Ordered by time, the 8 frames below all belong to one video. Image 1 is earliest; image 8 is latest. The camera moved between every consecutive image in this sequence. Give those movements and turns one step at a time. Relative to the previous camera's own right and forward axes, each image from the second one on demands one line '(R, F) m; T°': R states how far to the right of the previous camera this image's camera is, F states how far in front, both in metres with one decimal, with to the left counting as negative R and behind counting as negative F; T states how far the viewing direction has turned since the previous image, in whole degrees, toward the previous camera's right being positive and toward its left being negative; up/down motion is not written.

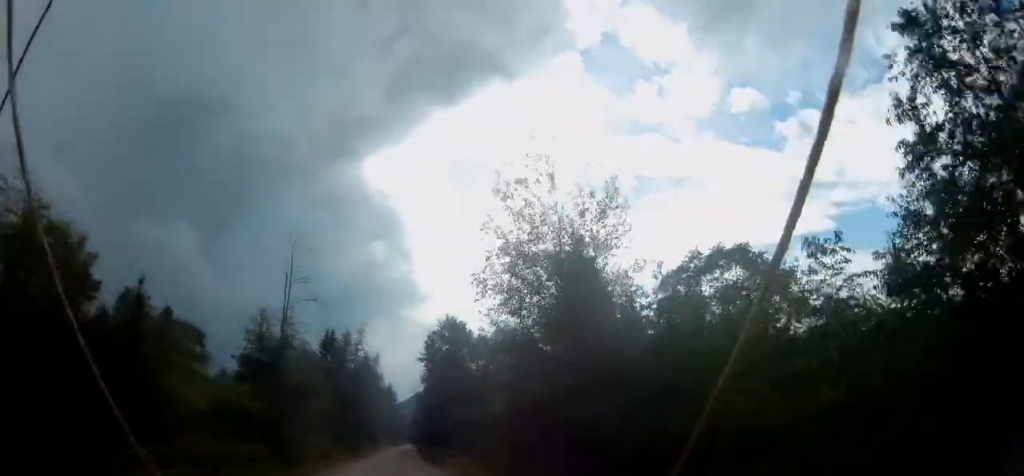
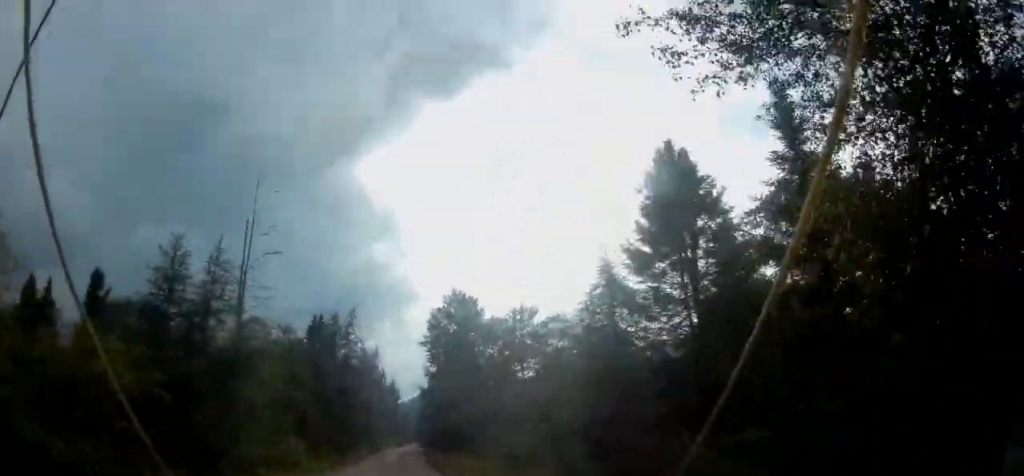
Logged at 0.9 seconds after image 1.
(+0.2, +10.7) m; 0°
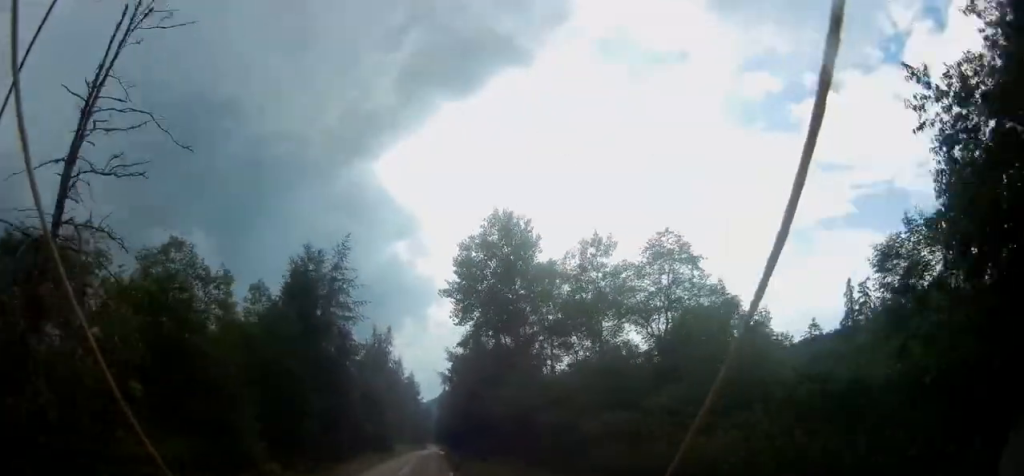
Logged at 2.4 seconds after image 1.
(-0.5, +18.8) m; -3°
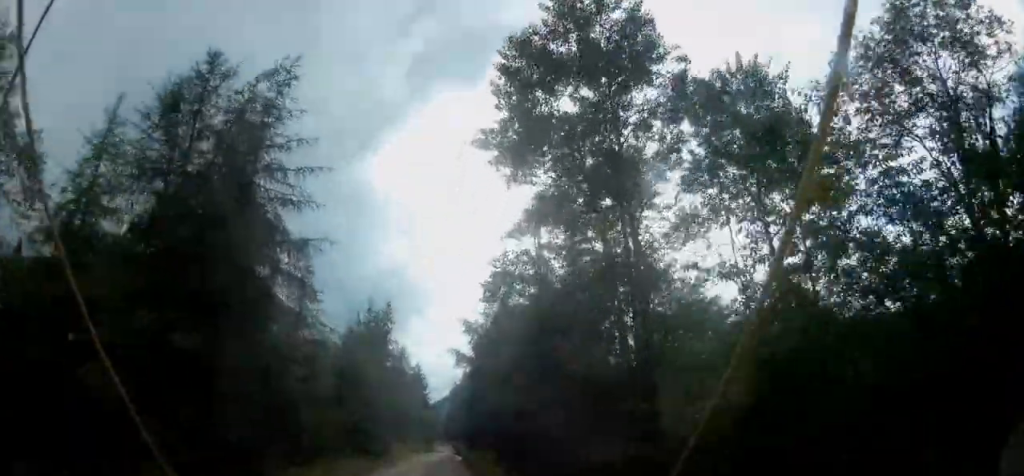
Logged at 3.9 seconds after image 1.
(-0.3, +18.4) m; -1°
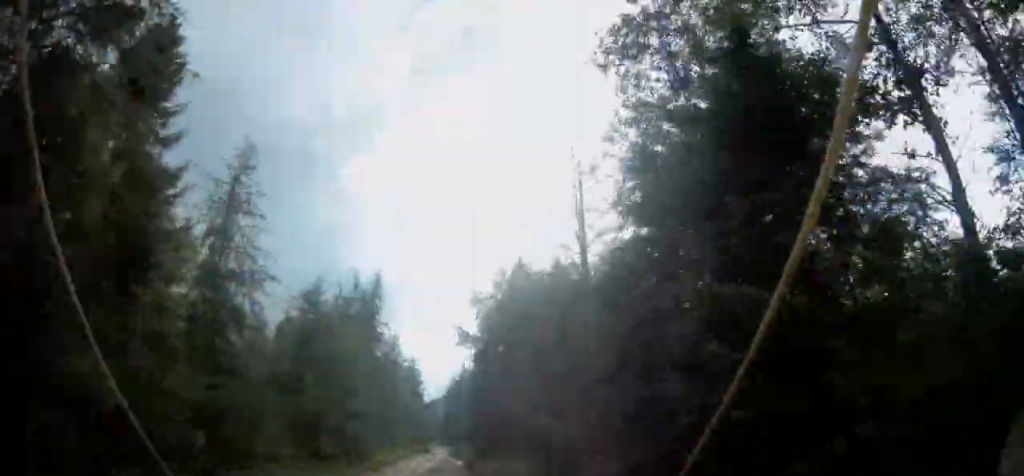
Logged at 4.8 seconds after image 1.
(0.0, +11.5) m; 0°
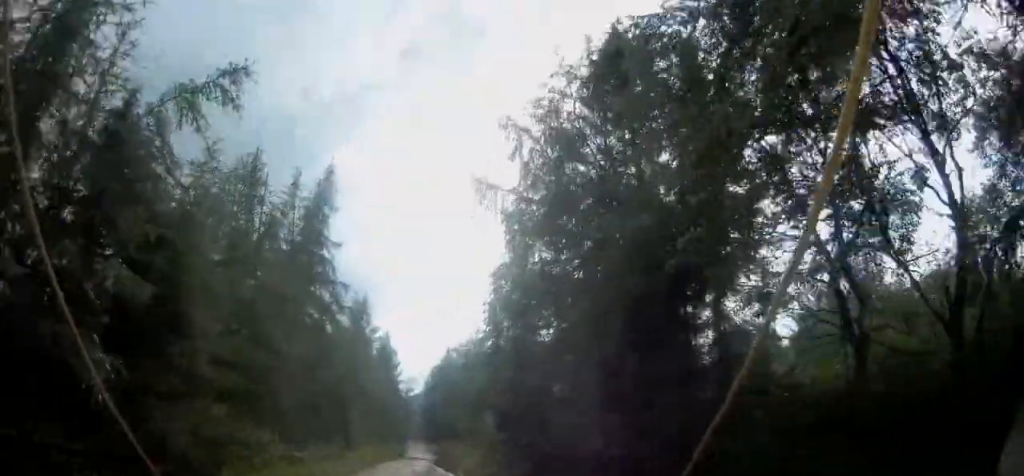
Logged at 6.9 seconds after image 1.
(0.0, +24.5) m; 0°
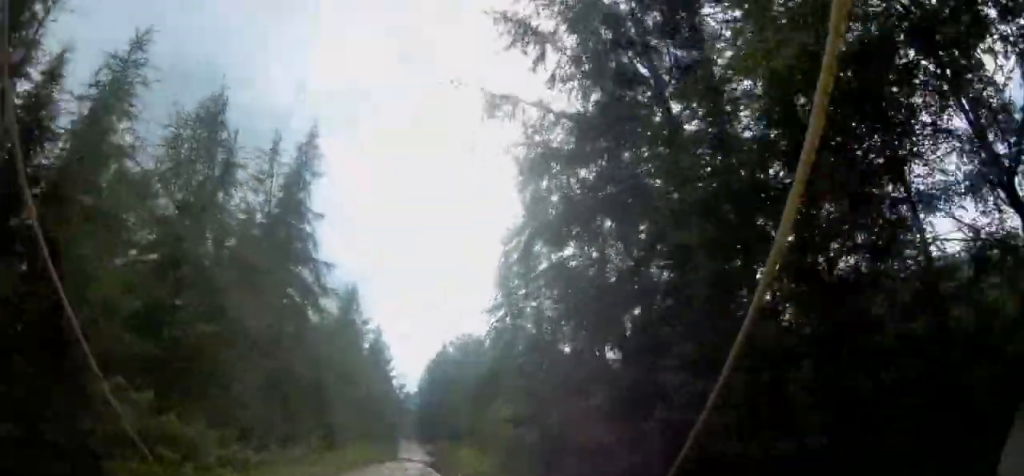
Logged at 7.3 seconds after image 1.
(-0.1, +4.9) m; 0°
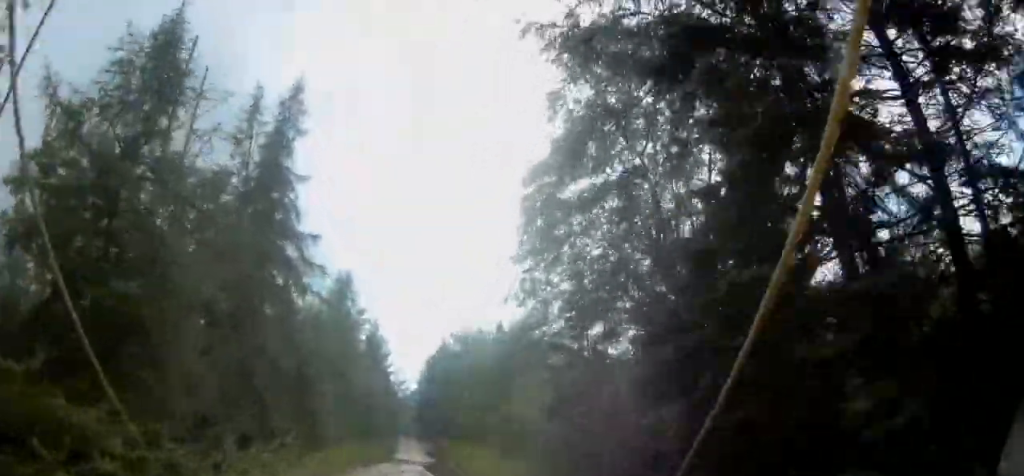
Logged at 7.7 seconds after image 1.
(-0.1, +4.9) m; 0°
